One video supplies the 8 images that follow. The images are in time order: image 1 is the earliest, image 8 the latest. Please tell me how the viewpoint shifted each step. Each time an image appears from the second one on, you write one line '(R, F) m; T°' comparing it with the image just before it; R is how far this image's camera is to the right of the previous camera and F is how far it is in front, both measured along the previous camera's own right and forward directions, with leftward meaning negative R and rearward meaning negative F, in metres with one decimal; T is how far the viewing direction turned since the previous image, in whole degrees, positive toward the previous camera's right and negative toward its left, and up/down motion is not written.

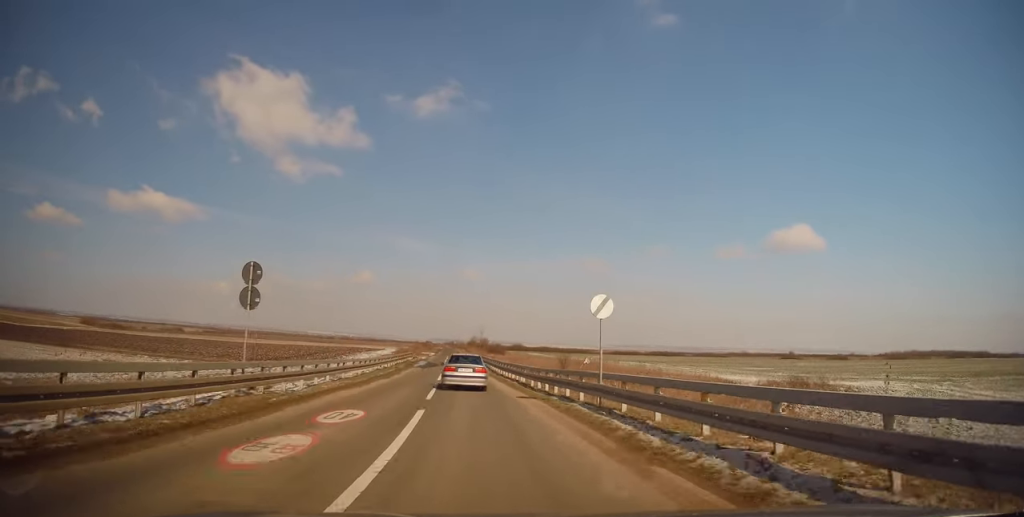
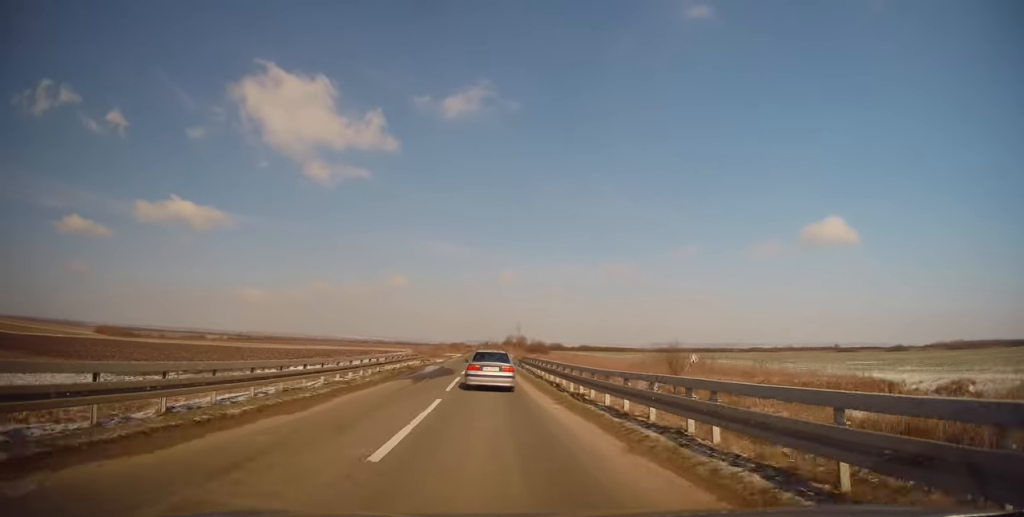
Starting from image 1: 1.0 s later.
(-0.6, +21.4) m; -4°
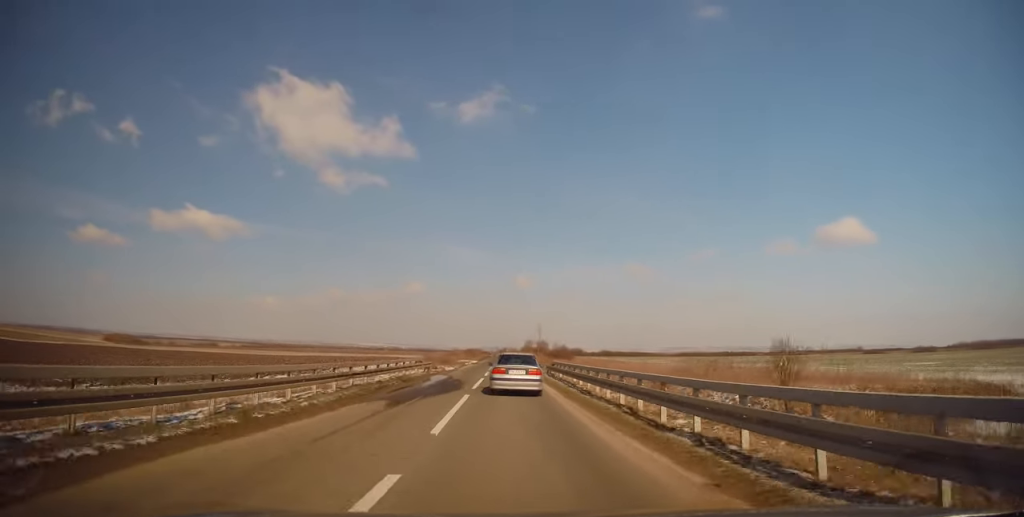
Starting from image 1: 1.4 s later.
(+0.2, +9.0) m; -2°
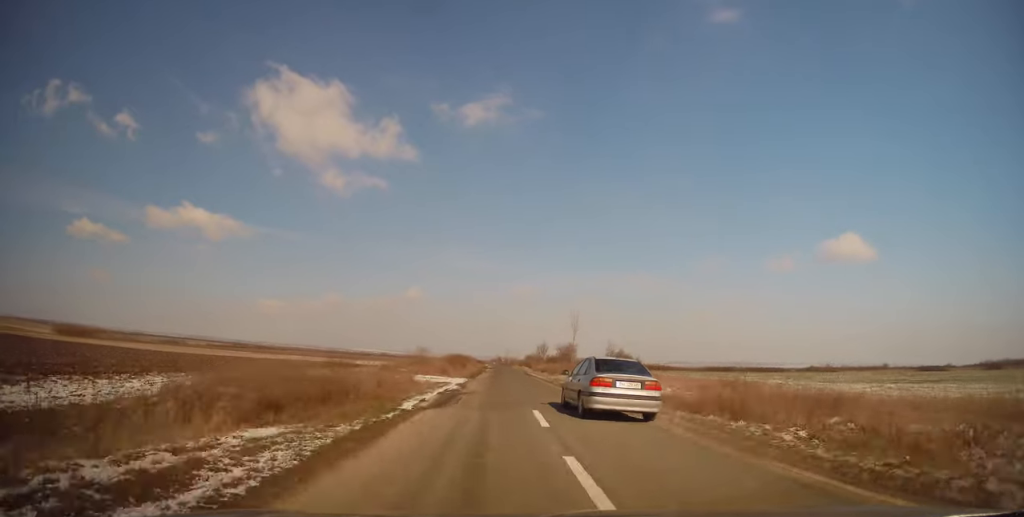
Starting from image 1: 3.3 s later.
(-1.1, +45.3) m; 0°
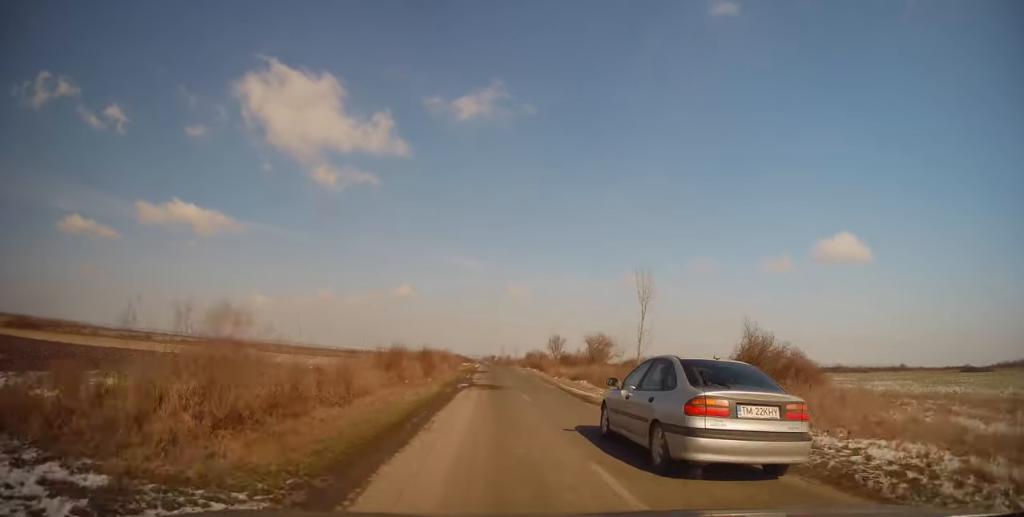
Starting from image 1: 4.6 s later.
(0.0, +32.0) m; 0°
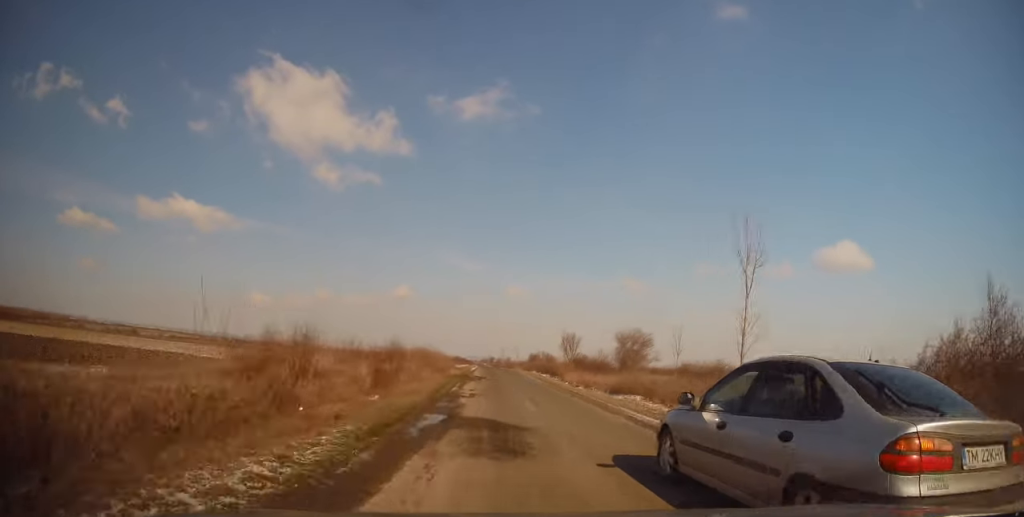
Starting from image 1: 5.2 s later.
(0.0, +14.2) m; 0°
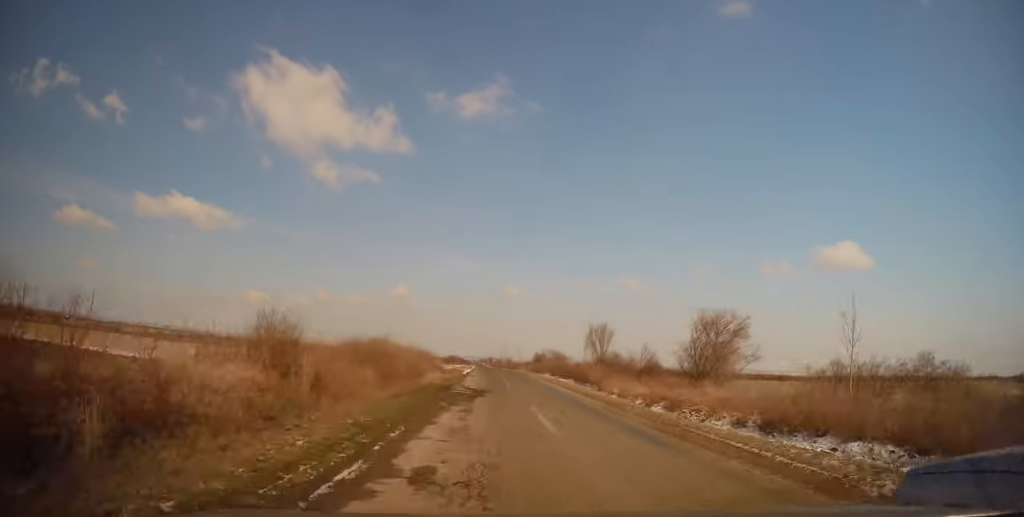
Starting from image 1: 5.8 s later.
(+0.1, +17.0) m; 0°
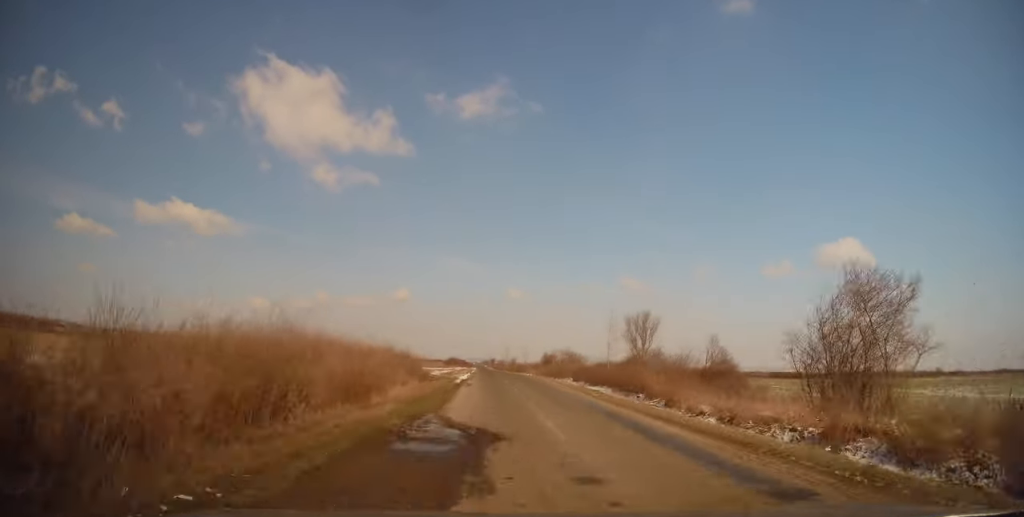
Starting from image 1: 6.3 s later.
(+0.1, +12.0) m; 0°
